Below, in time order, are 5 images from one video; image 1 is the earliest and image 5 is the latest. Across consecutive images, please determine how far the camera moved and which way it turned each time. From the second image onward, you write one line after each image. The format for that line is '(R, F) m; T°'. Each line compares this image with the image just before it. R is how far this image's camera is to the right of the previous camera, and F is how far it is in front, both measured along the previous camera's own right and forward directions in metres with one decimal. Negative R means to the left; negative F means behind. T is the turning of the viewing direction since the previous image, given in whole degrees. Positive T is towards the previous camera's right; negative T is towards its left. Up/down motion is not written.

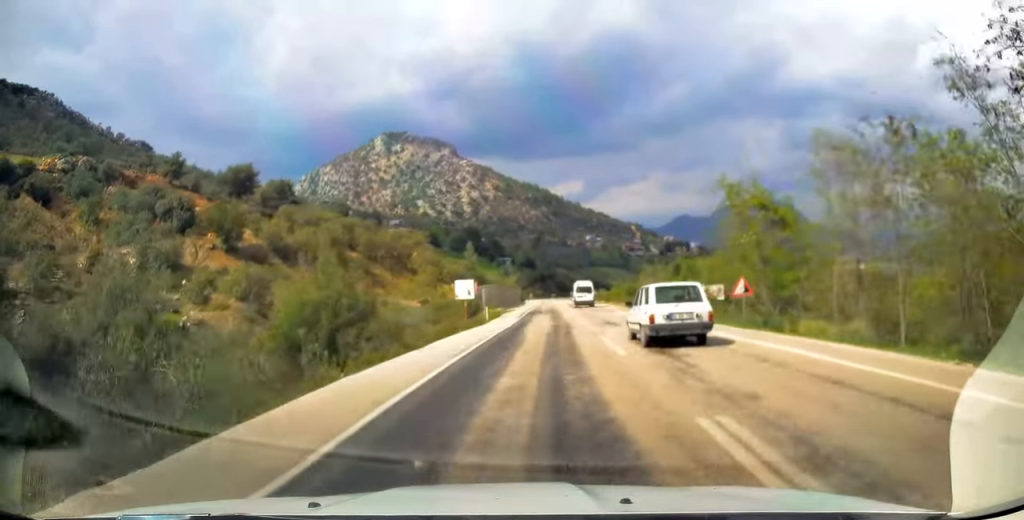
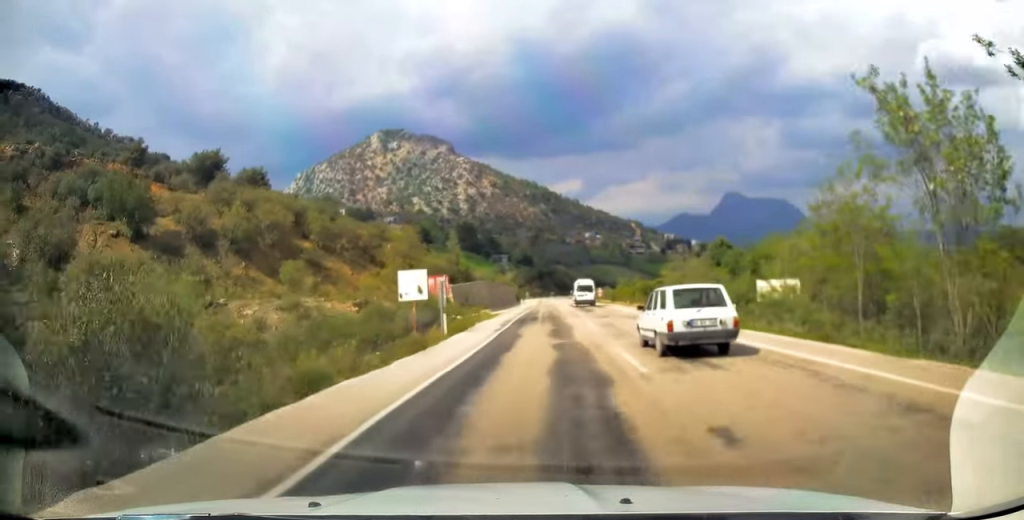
(-0.1, +15.0) m; 0°
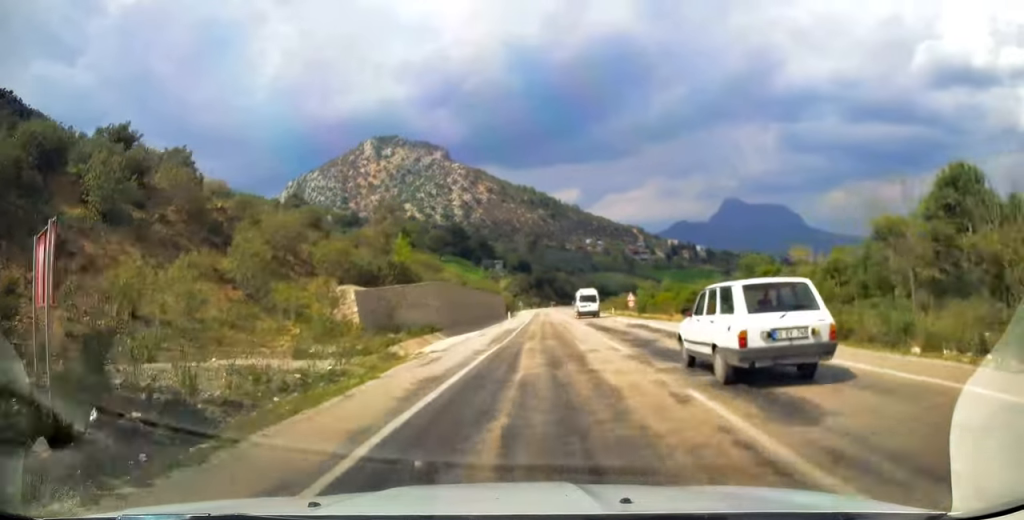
(+0.1, +32.6) m; 0°
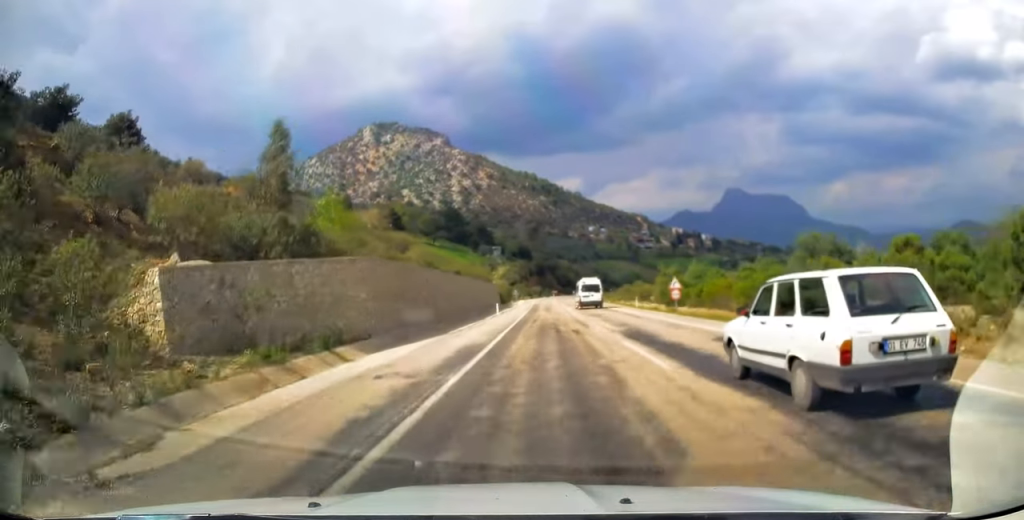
(-0.2, +17.9) m; 0°
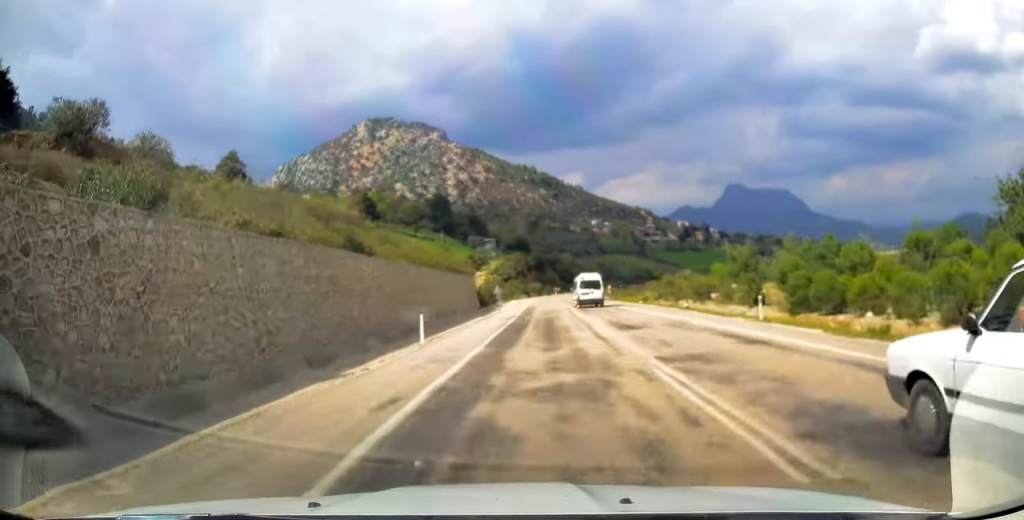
(+0.2, +31.3) m; 0°
